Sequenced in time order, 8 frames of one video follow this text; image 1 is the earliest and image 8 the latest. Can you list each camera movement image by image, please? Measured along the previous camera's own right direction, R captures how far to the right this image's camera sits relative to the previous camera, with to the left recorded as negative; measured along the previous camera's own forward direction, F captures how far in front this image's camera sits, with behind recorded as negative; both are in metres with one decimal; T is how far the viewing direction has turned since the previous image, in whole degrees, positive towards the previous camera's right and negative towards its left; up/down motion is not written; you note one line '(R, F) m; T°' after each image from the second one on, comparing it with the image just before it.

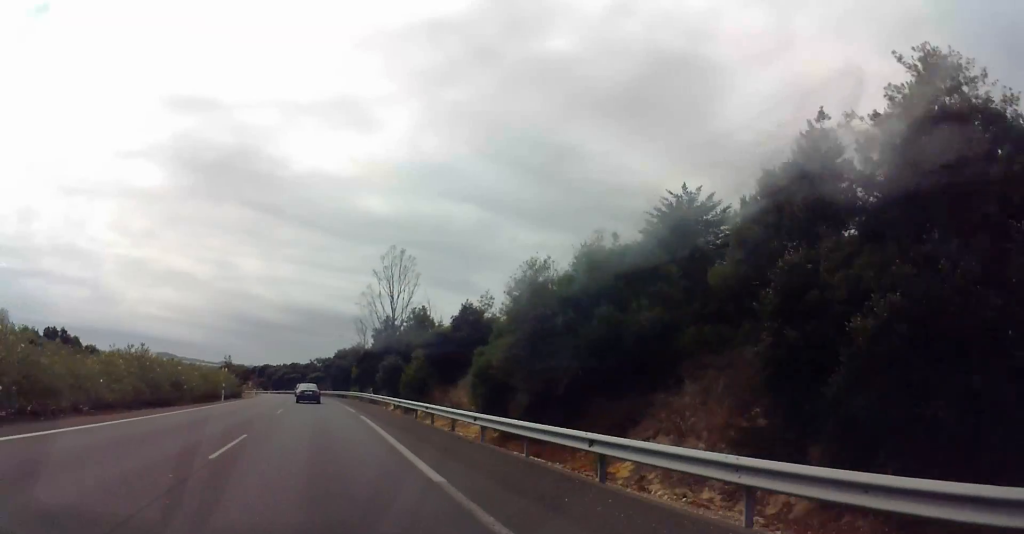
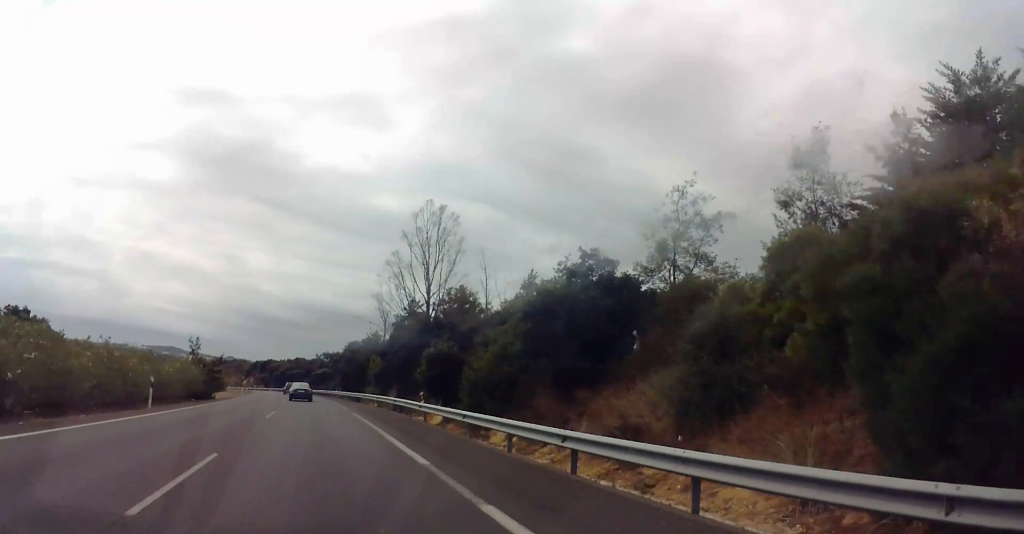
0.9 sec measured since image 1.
(-0.3, +22.8) m; -3°
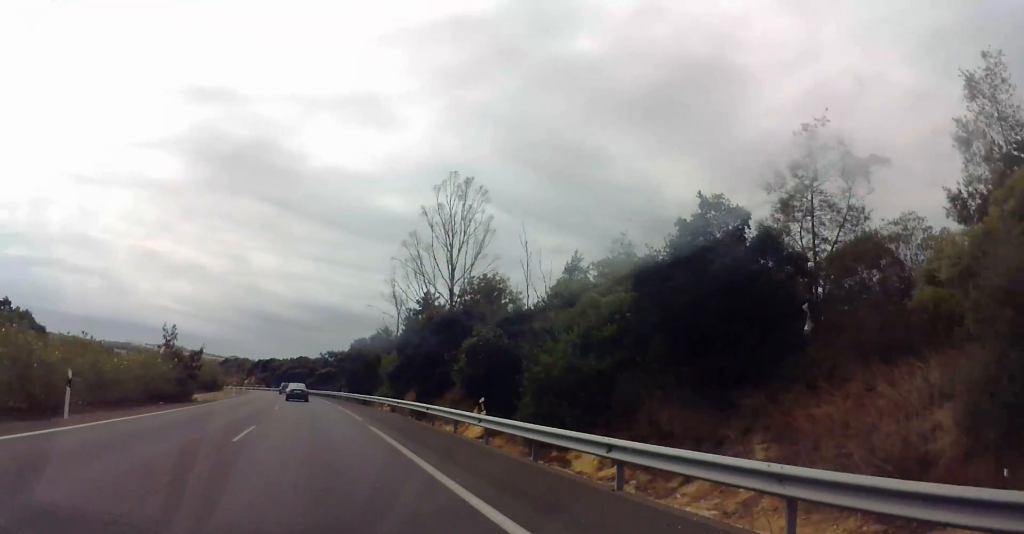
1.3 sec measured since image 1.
(-0.2, +9.9) m; -1°
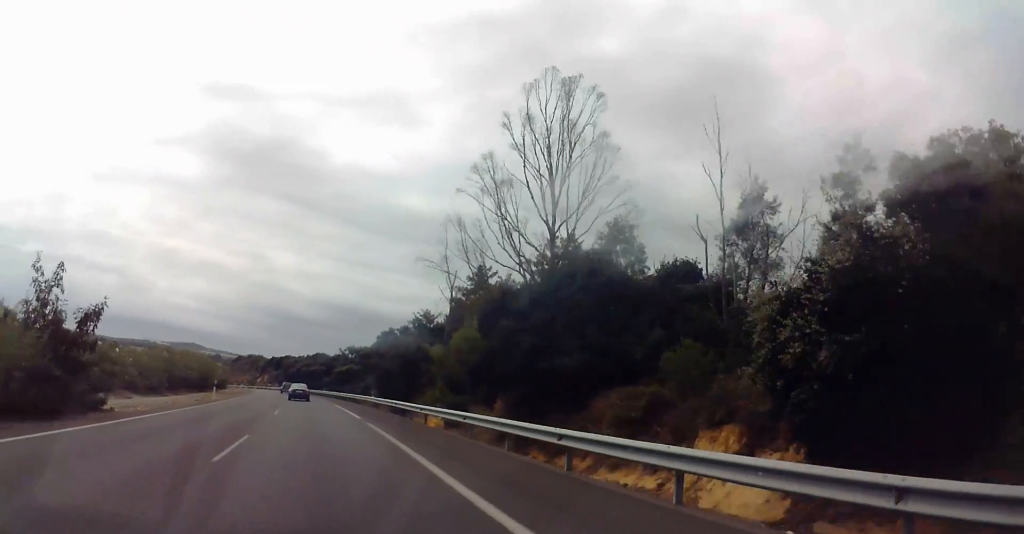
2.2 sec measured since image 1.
(-1.0, +21.7) m; -2°
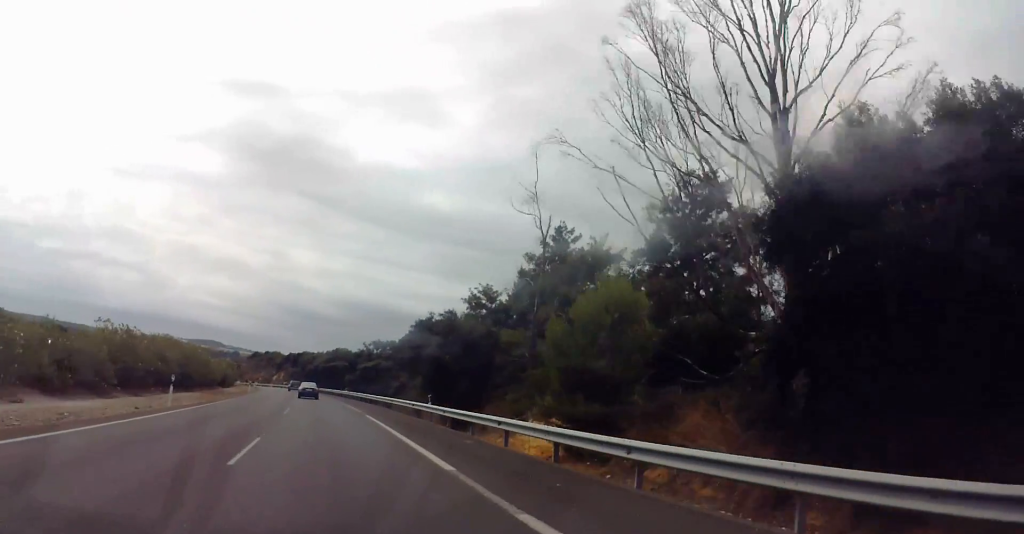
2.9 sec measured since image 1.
(+0.3, +17.8) m; 0°
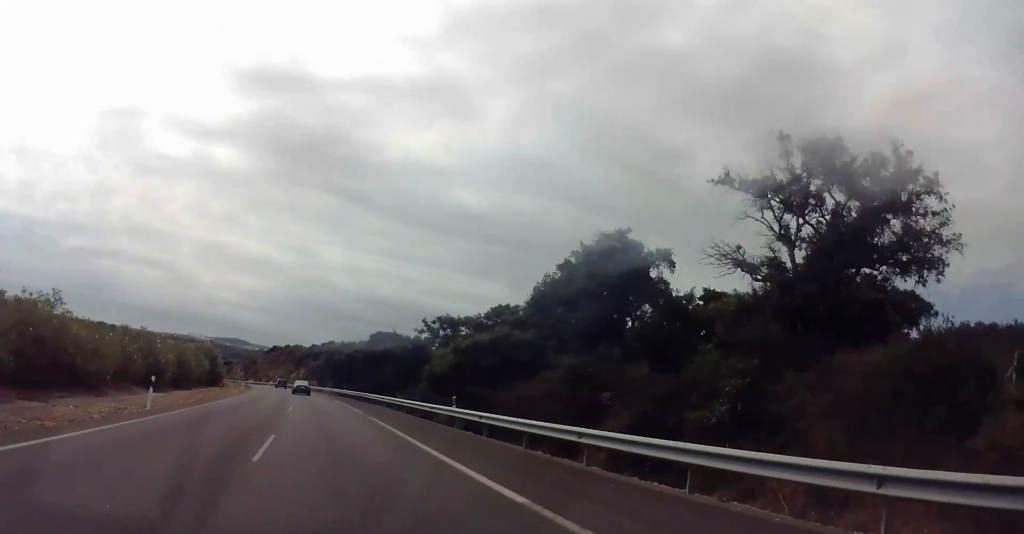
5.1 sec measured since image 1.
(+0.5, +53.2) m; 0°
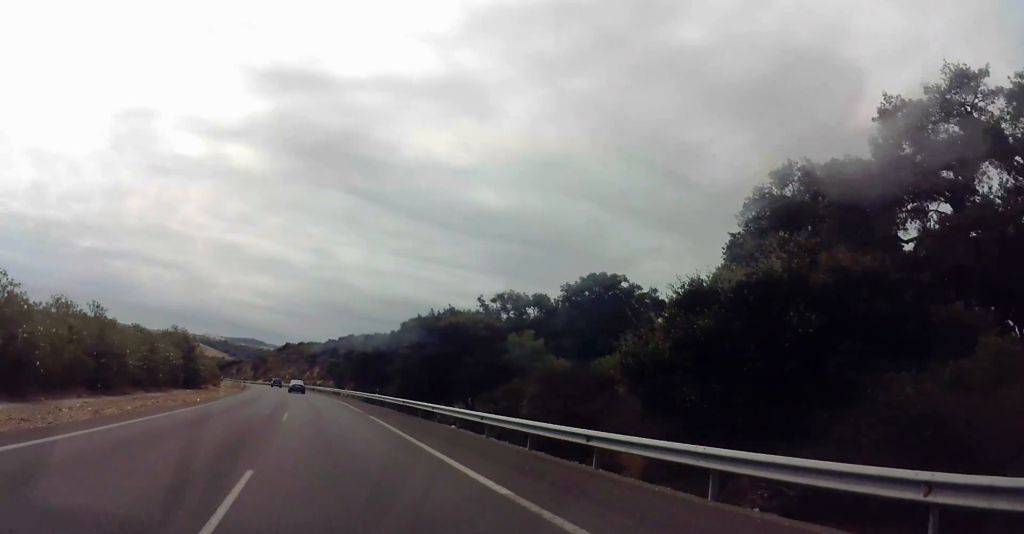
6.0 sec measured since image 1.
(-0.6, +23.6) m; -1°
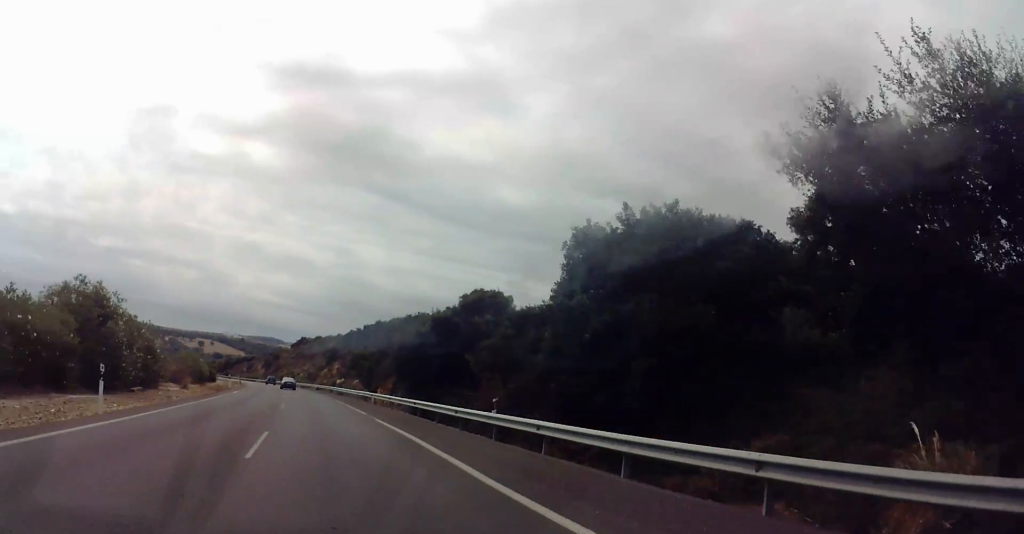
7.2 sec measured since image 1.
(-0.1, +29.4) m; -1°
